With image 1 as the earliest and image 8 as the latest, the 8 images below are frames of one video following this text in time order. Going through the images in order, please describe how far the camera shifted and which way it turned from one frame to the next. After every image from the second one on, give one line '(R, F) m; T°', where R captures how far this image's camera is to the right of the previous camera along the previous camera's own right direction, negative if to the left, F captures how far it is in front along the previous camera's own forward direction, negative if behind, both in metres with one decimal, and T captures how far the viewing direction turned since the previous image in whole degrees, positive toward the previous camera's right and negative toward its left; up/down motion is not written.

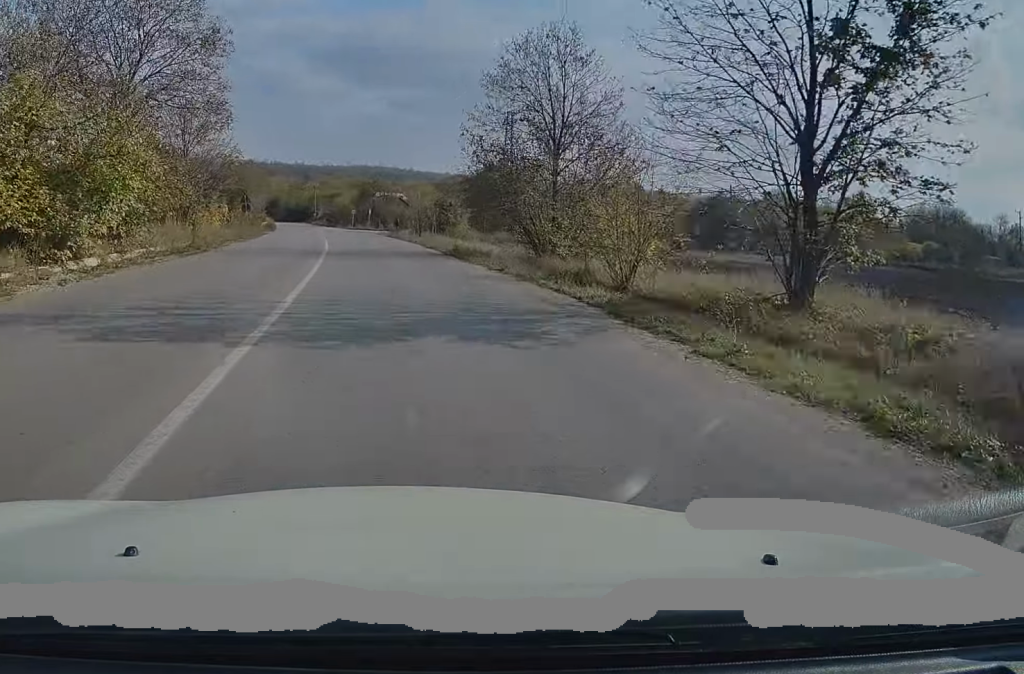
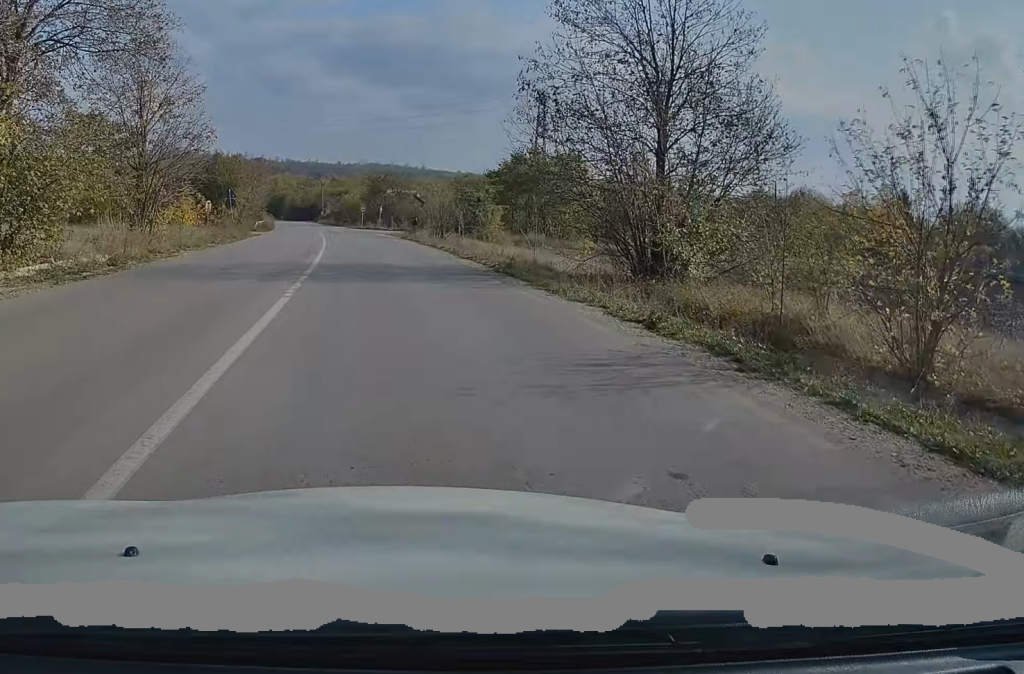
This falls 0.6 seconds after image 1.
(-0.4, +11.1) m; -1°
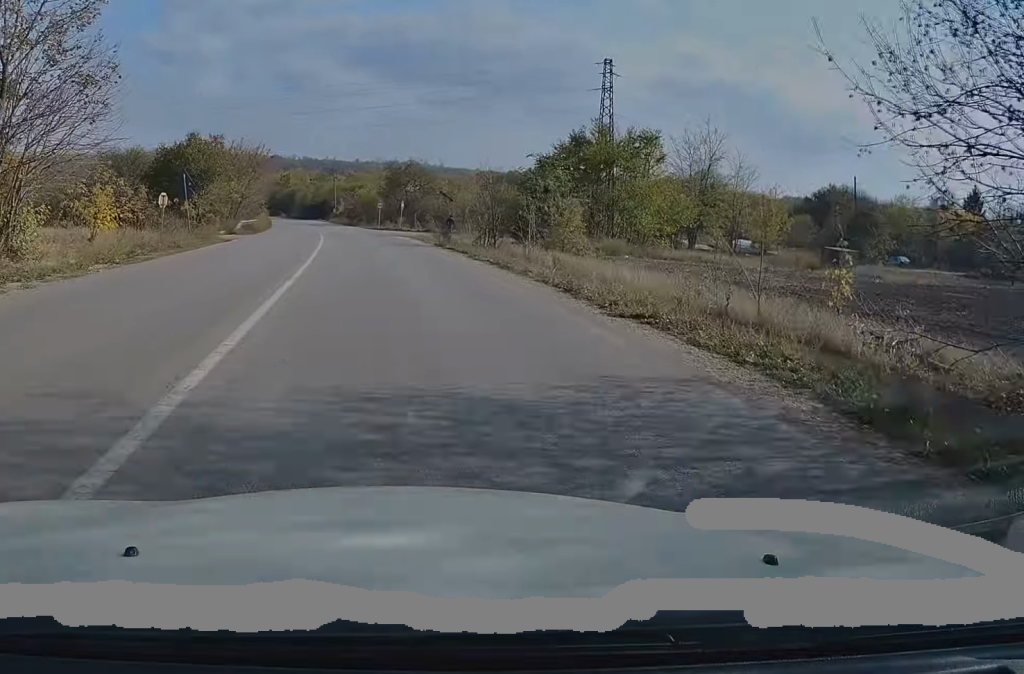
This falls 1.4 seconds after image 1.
(+0.1, +16.2) m; -1°
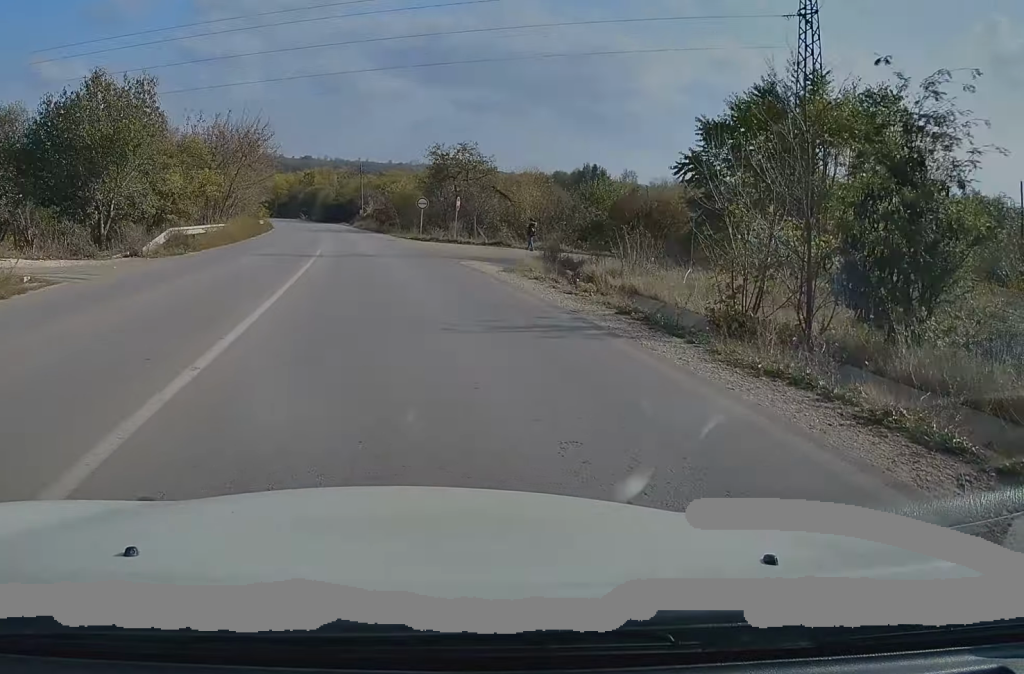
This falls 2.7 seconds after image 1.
(-0.7, +24.8) m; -4°
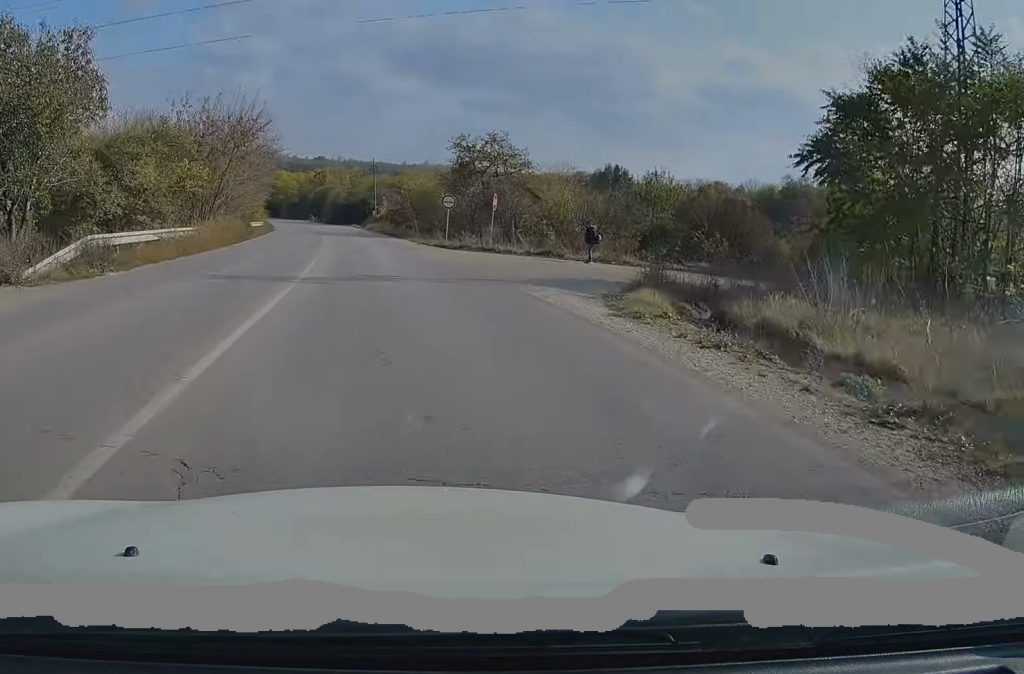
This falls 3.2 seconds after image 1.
(-0.2, +9.3) m; 0°
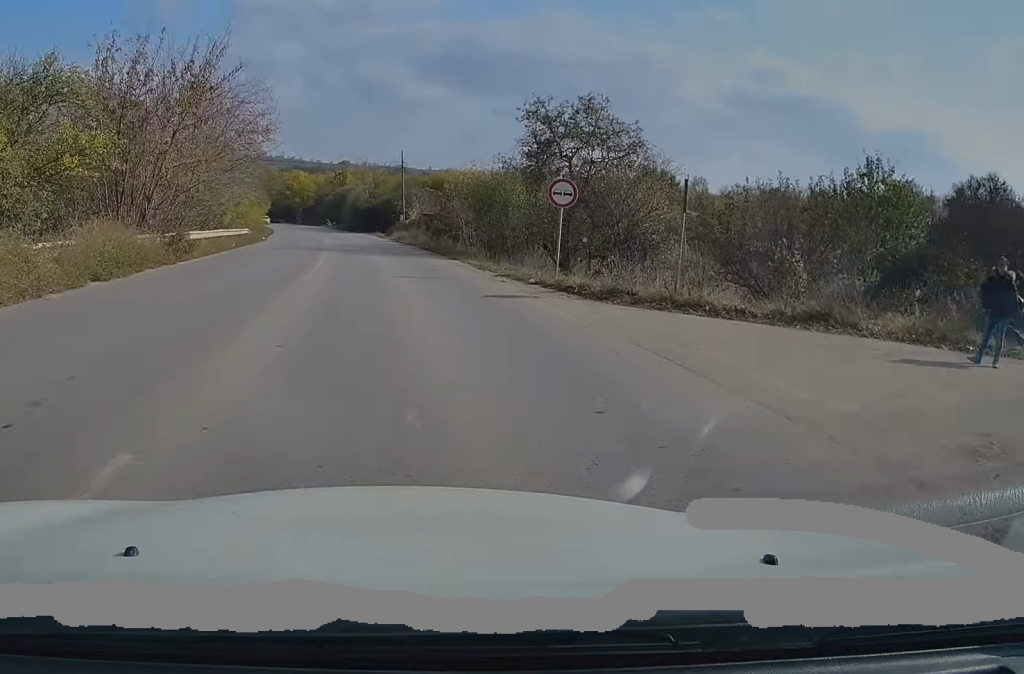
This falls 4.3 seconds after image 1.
(0.0, +20.4) m; -1°
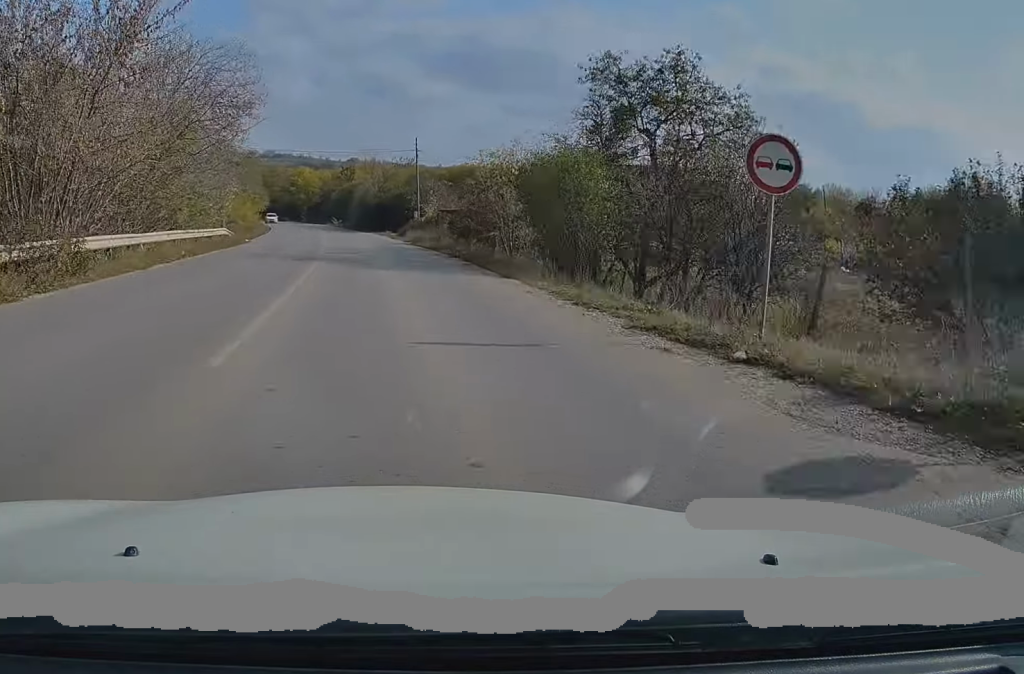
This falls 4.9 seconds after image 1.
(+0.1, +10.5) m; -1°
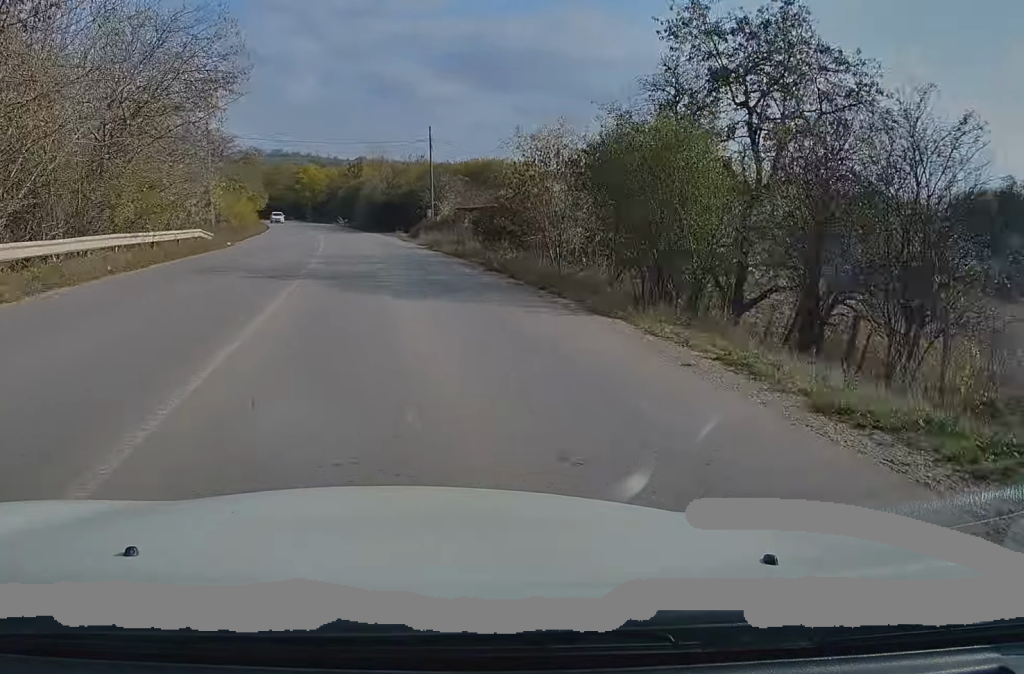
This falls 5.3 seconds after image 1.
(-0.3, +7.4) m; -1°
